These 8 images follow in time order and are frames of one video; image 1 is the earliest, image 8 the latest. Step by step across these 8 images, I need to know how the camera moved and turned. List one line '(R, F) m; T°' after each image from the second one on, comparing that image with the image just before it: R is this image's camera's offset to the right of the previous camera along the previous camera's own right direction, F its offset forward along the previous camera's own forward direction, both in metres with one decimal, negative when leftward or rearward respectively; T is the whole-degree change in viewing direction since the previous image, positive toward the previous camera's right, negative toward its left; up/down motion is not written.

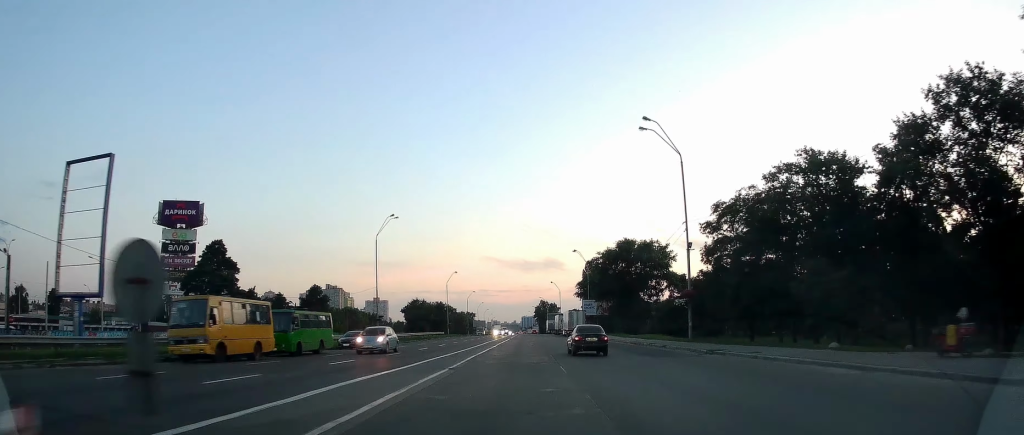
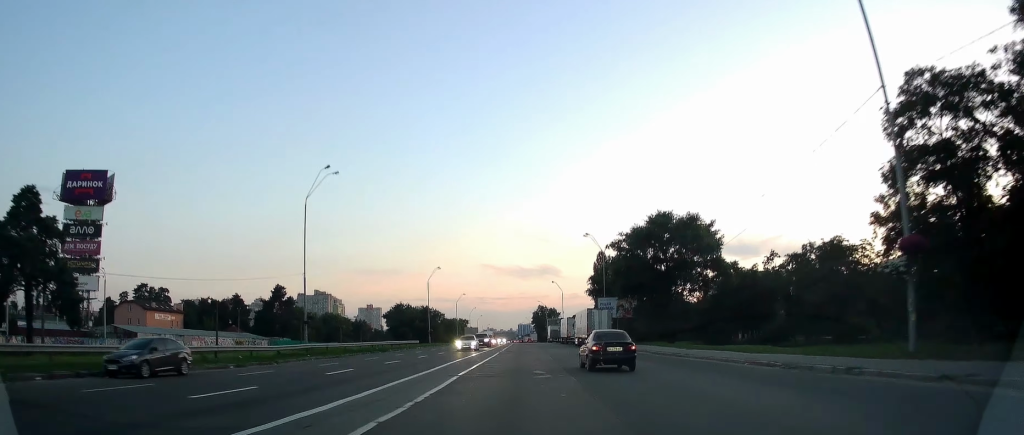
(+0.2, +28.8) m; 0°
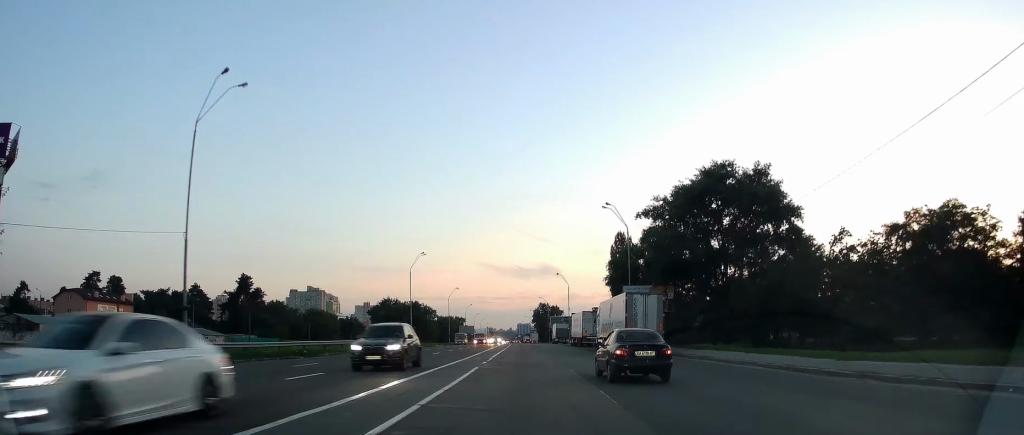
(-0.1, +23.3) m; 0°
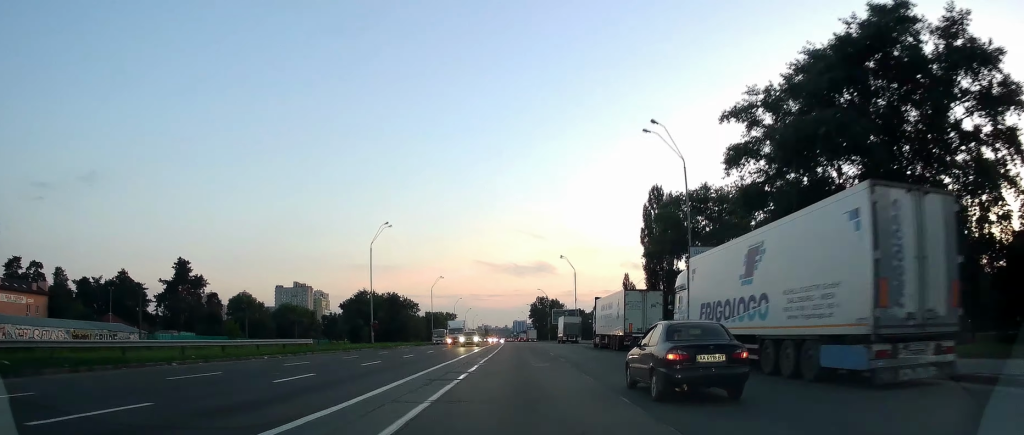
(+0.1, +28.0) m; 0°
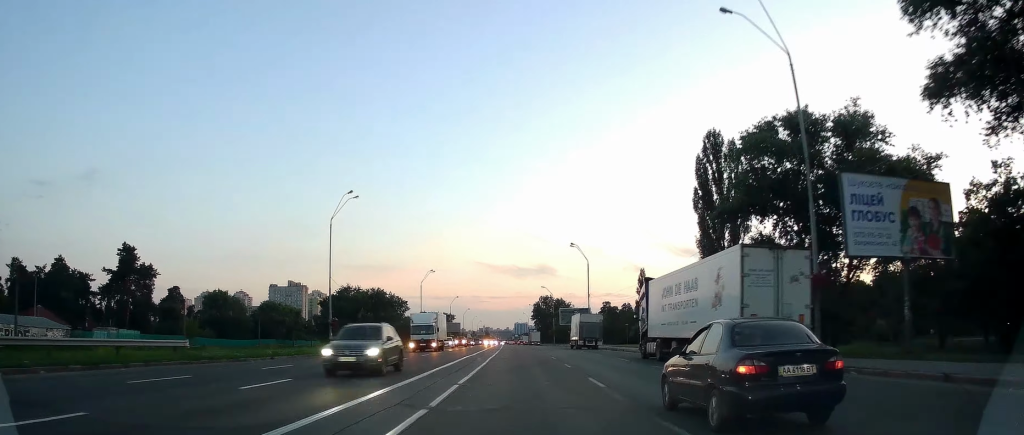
(0.0, +21.7) m; 0°
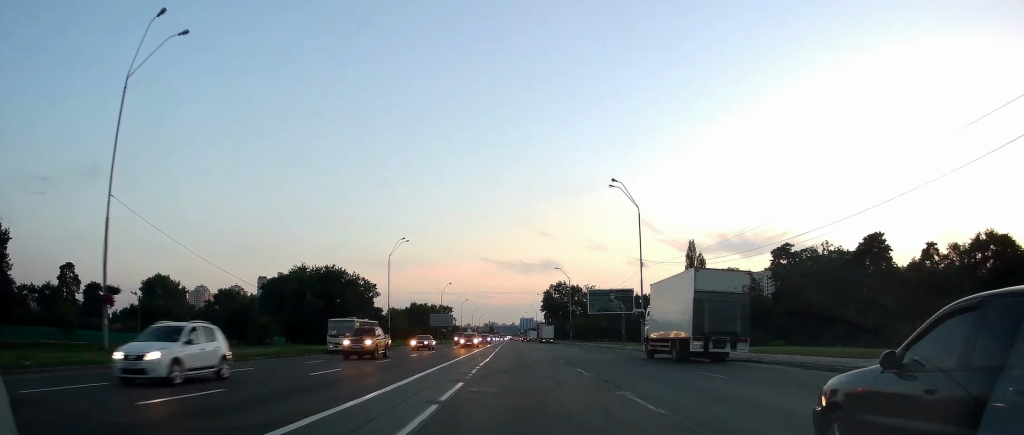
(+0.3, +40.2) m; -1°
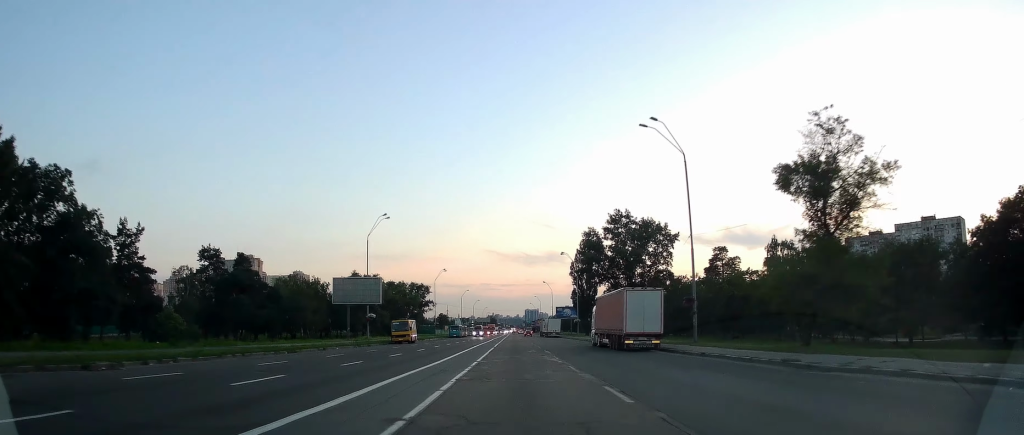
(-1.4, +98.4) m; -1°
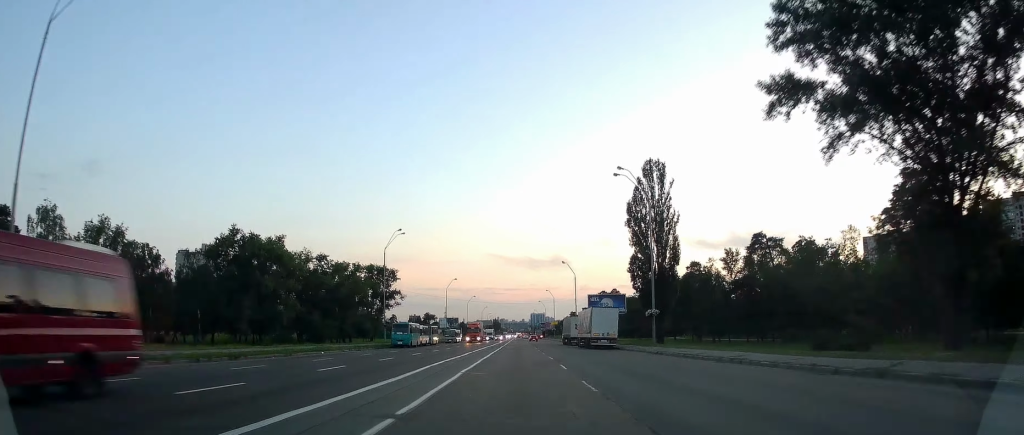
(-1.4, +65.9) m; -1°
